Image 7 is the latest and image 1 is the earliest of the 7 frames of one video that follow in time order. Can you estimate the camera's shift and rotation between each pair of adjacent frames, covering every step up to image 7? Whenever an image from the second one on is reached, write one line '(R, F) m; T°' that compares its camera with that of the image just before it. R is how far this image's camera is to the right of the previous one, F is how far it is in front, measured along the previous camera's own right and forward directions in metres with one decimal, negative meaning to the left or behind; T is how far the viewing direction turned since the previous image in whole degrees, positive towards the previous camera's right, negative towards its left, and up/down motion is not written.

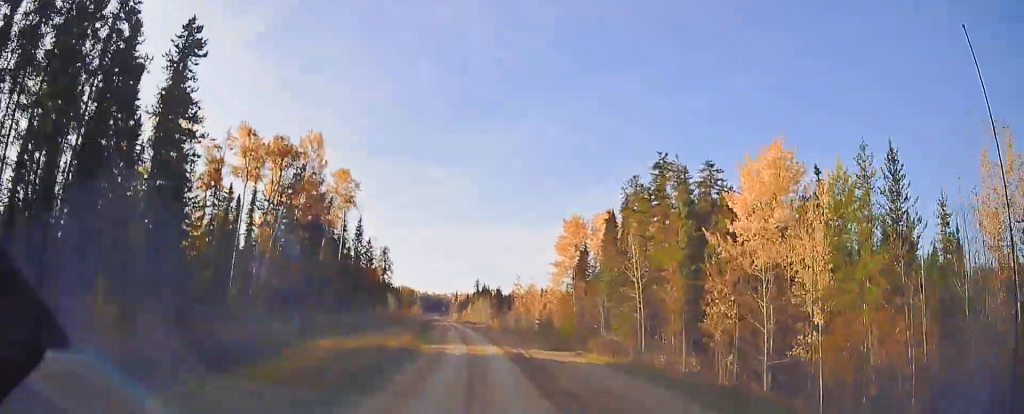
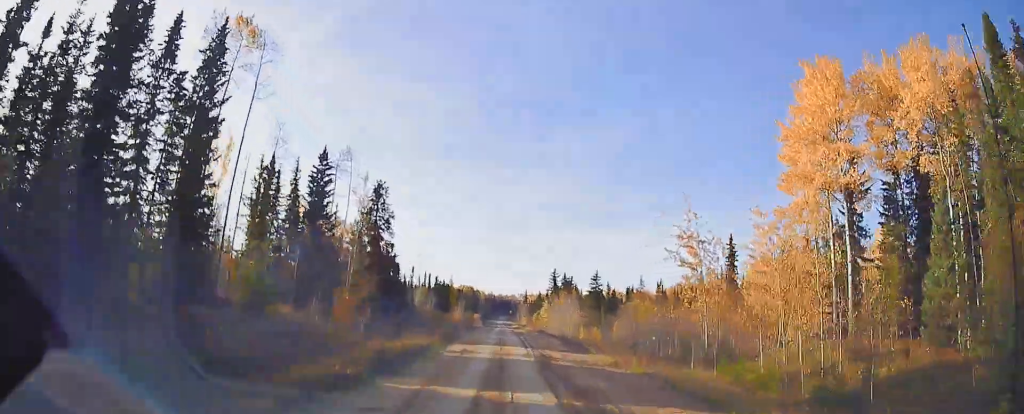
(-2.1, +63.0) m; -5°
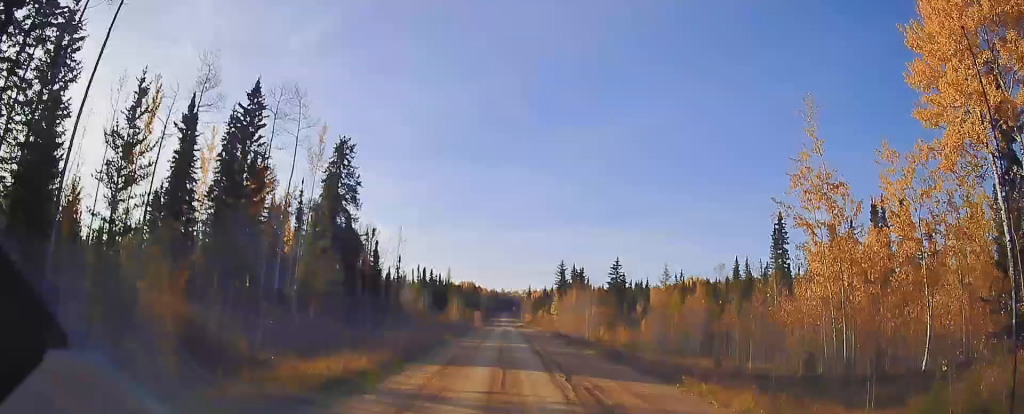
(-0.9, +15.1) m; -2°
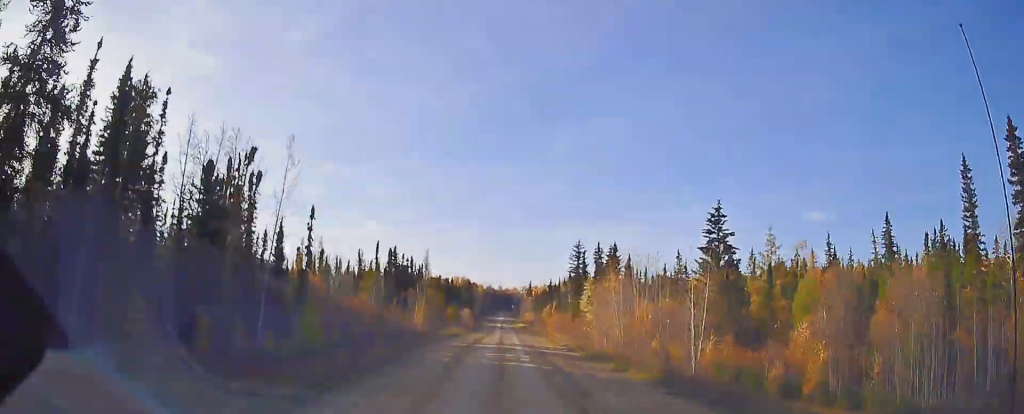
(-0.7, +41.3) m; +2°
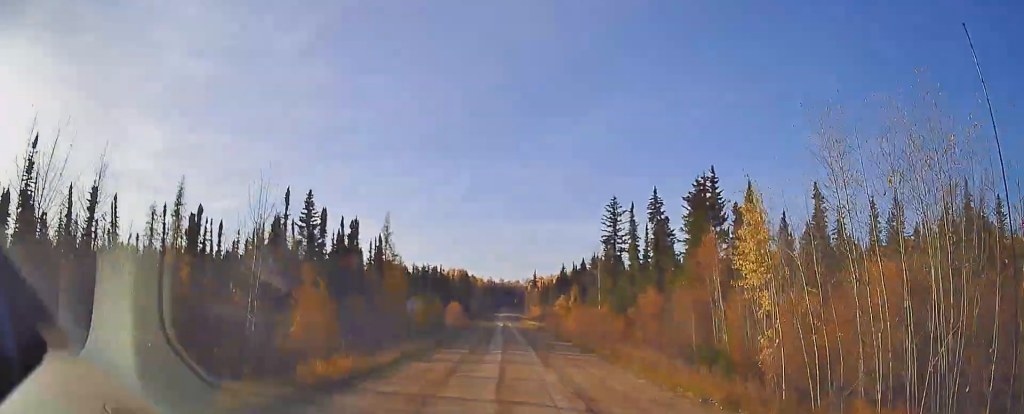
(+0.3, +39.4) m; 0°
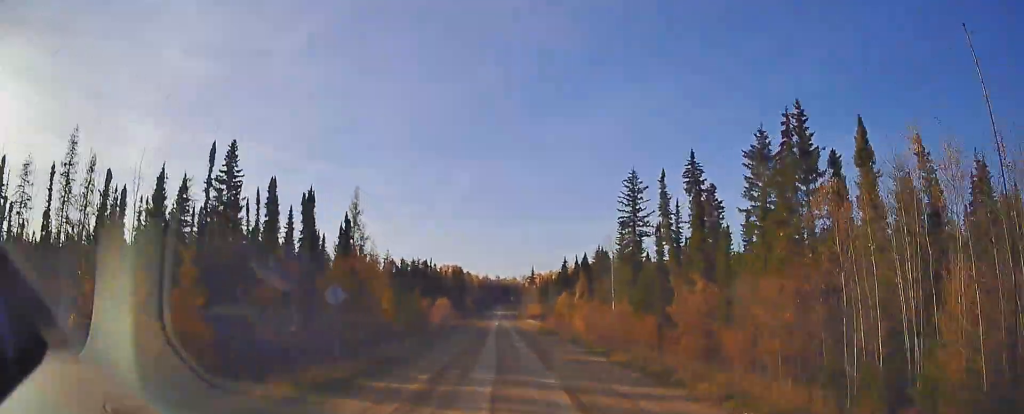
(-0.2, +14.1) m; 0°
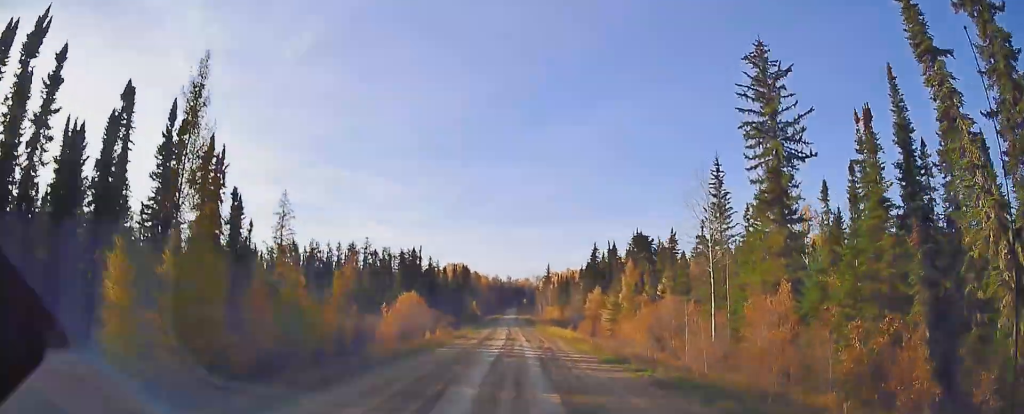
(+0.1, +31.6) m; -2°
